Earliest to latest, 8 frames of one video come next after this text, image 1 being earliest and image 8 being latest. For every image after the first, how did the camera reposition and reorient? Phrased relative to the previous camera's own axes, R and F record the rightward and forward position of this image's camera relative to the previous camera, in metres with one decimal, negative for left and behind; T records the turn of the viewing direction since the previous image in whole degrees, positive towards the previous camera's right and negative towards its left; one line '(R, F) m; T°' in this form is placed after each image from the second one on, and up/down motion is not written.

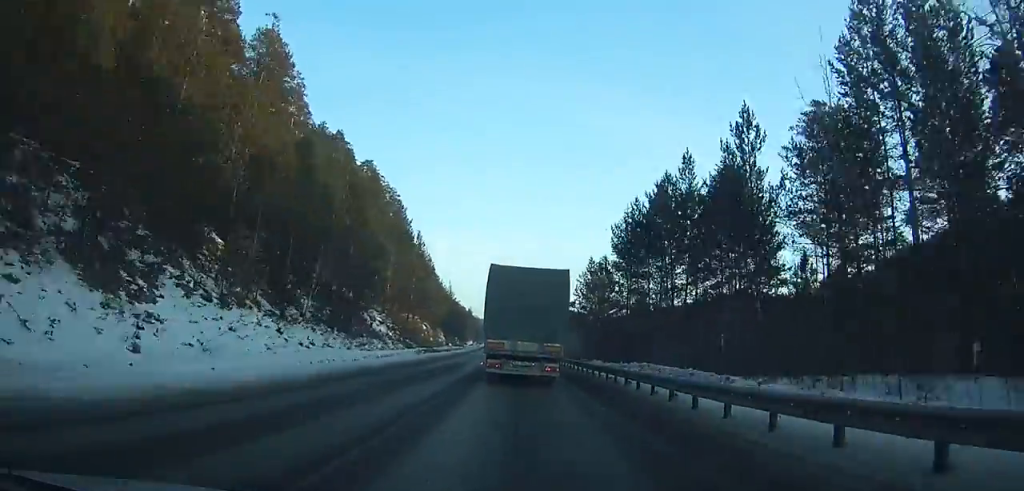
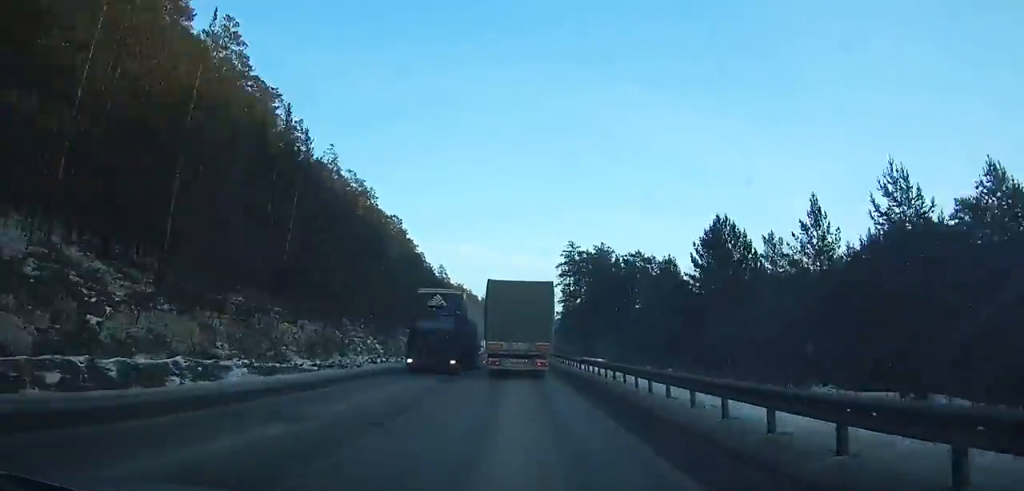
(-4.9, +131.5) m; -4°
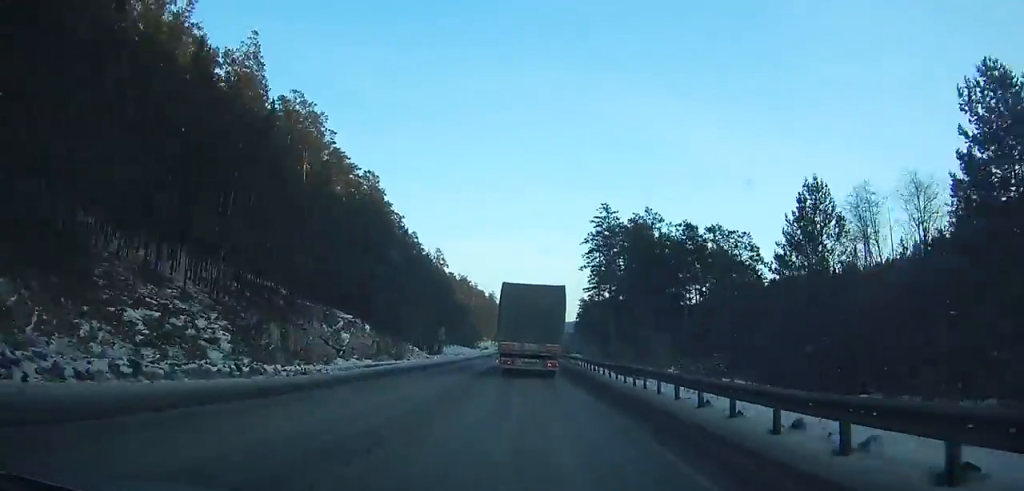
(0.0, +35.1) m; 0°
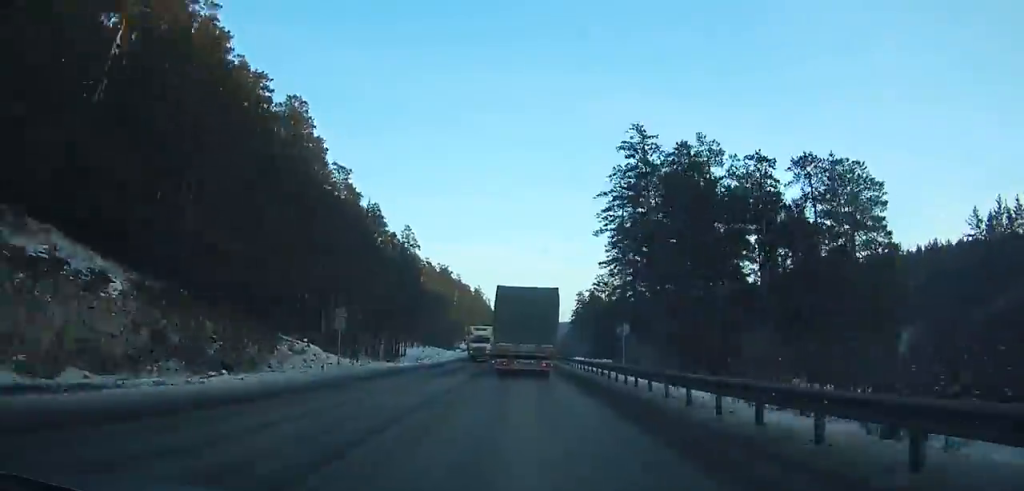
(0.0, +33.4) m; 0°
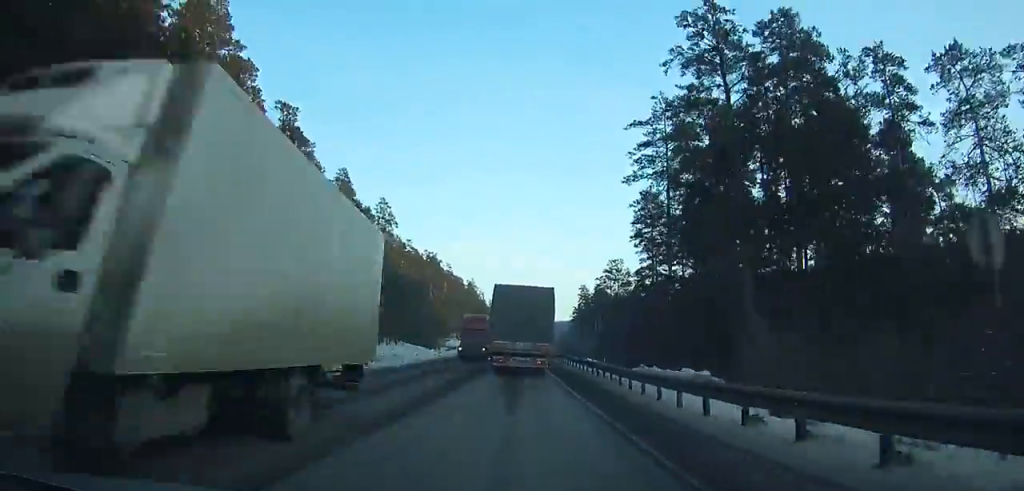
(+0.2, +24.3) m; 0°
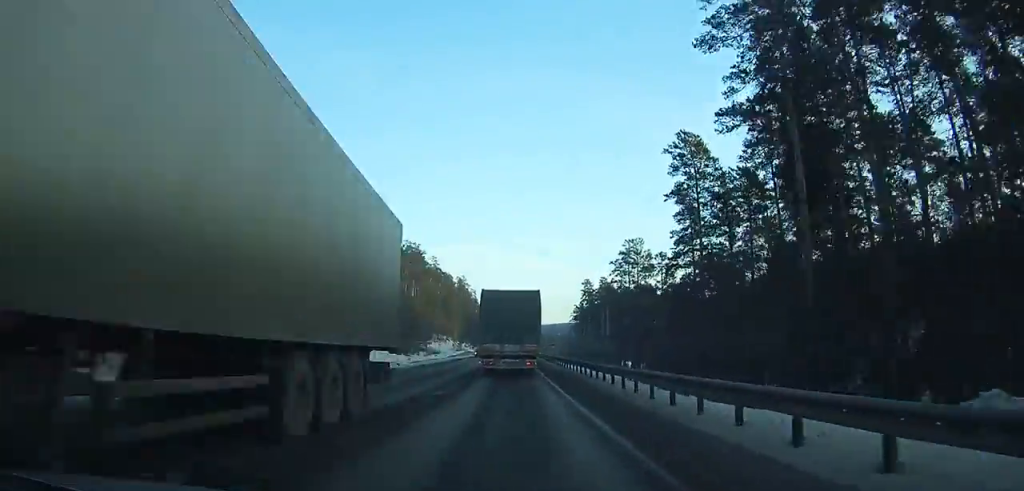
(+0.1, +24.3) m; 0°
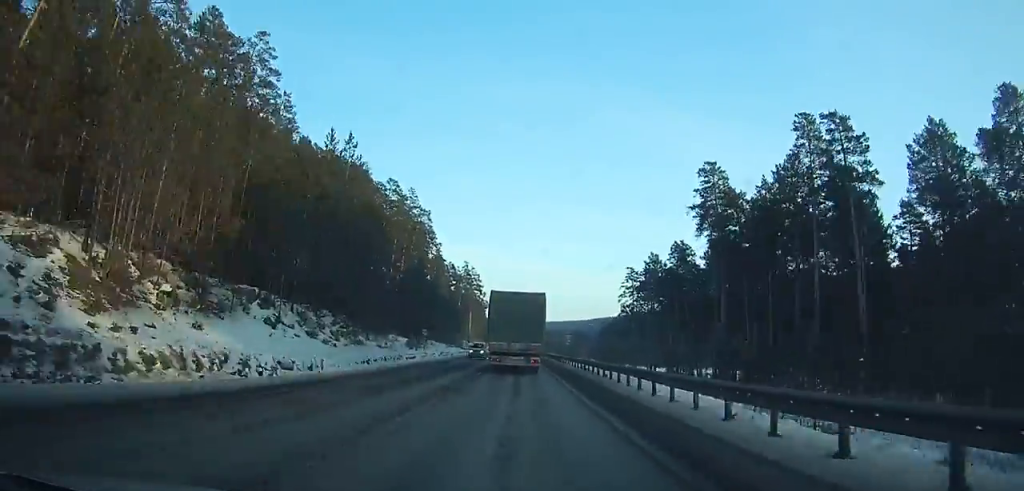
(+0.5, +127.8) m; 0°
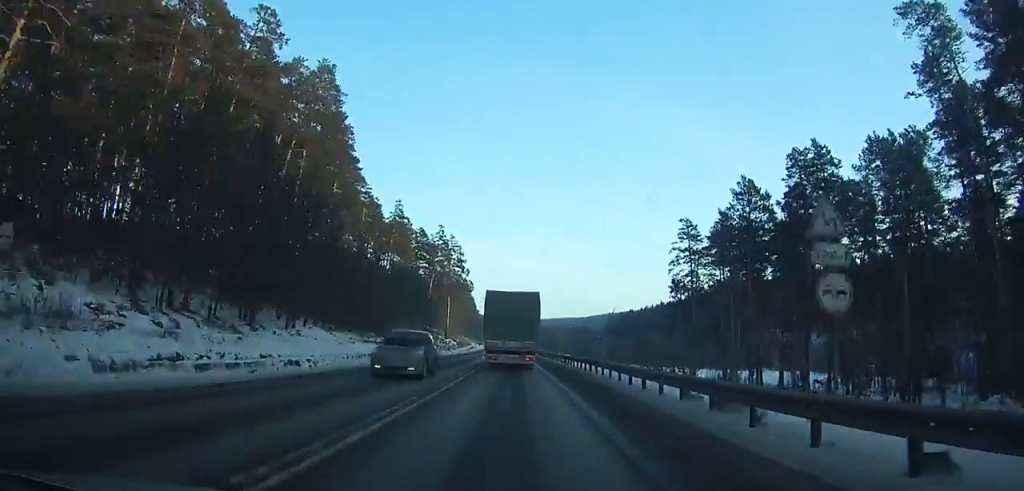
(-0.1, +53.9) m; 0°
